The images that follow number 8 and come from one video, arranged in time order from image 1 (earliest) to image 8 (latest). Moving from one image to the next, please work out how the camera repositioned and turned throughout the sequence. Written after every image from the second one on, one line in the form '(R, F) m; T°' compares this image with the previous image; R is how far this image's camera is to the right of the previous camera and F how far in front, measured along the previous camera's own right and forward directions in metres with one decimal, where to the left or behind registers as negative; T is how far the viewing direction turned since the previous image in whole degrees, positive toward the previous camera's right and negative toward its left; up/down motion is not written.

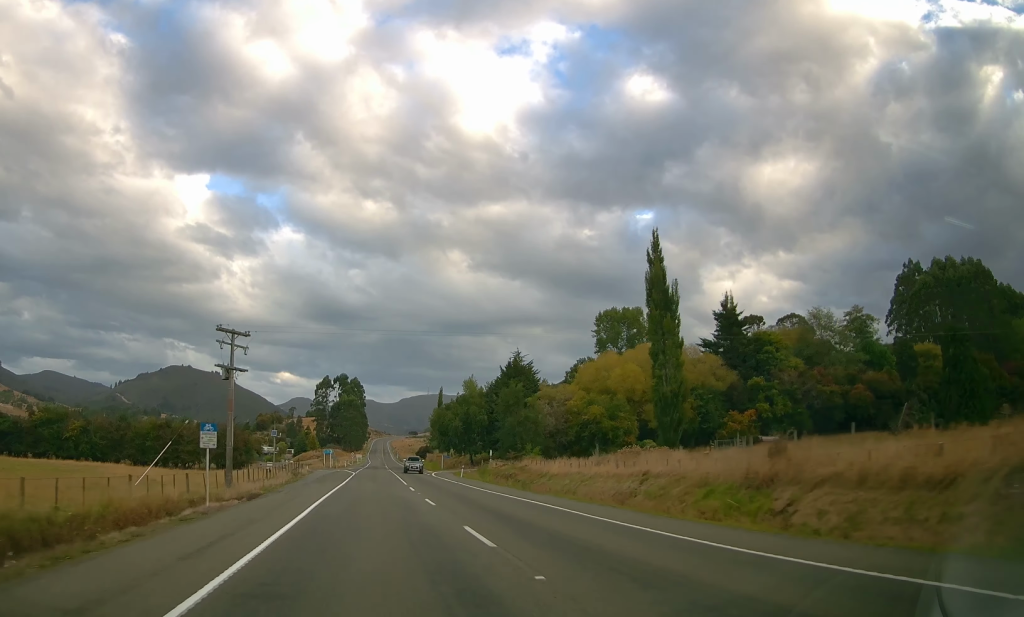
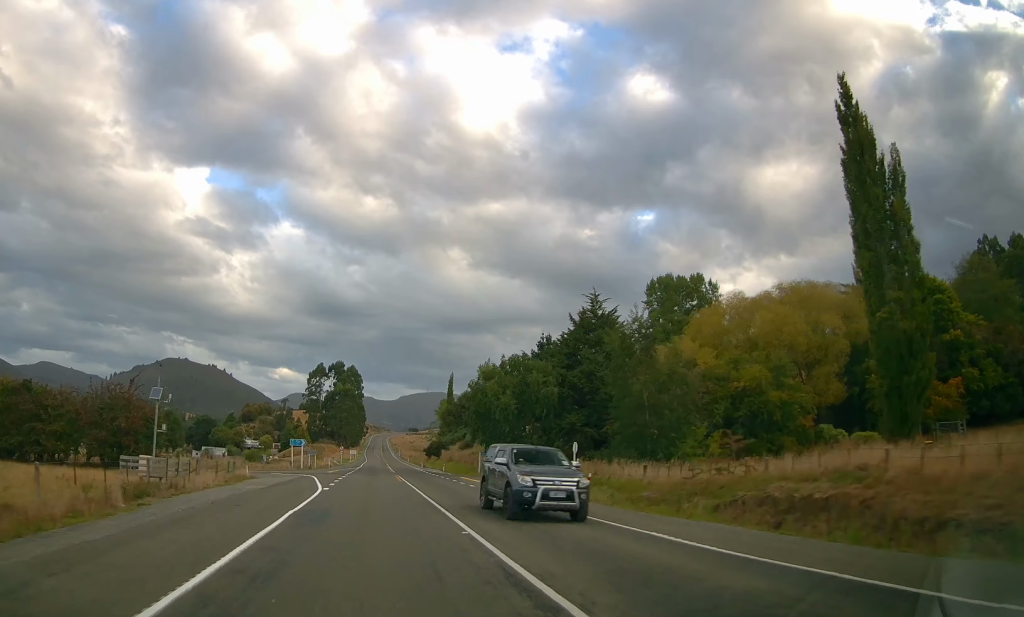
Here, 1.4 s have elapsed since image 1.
(+0.1, +39.2) m; 0°
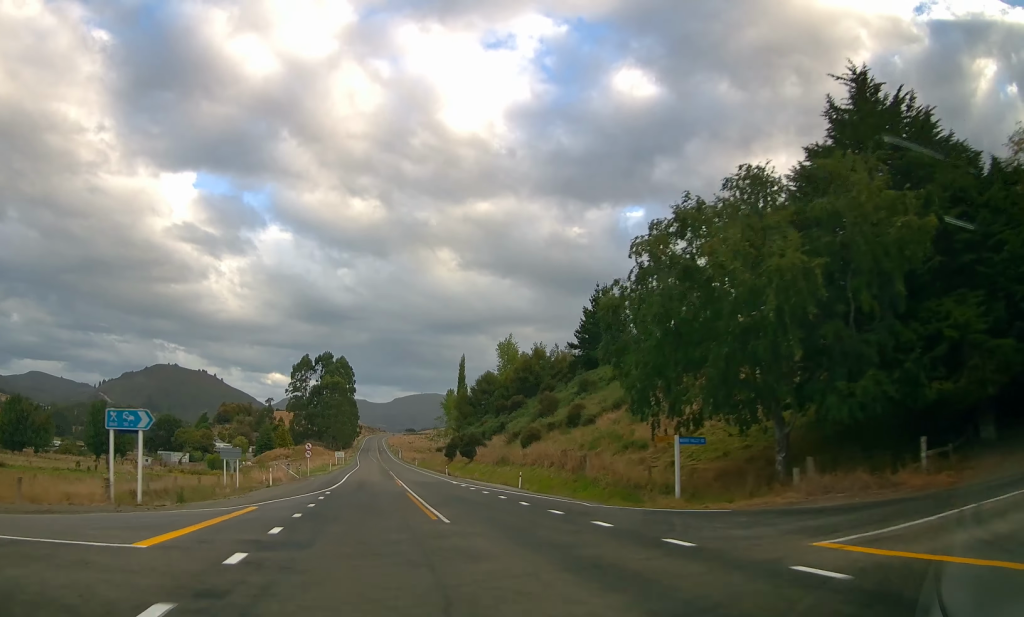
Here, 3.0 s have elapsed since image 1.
(-0.4, +45.4) m; +1°
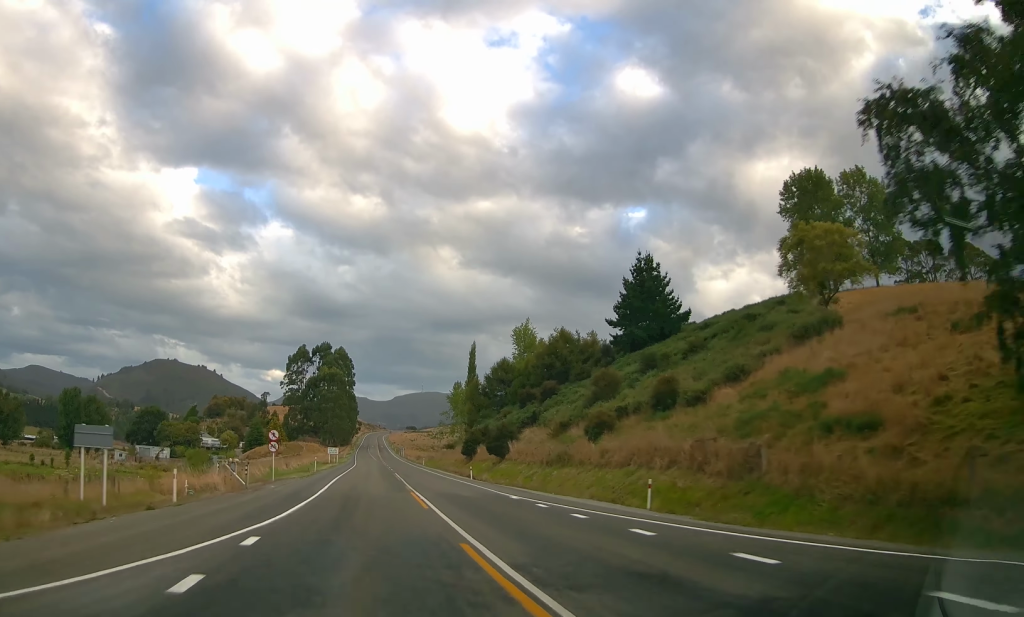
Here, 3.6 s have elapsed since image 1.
(+0.5, +18.7) m; +2°
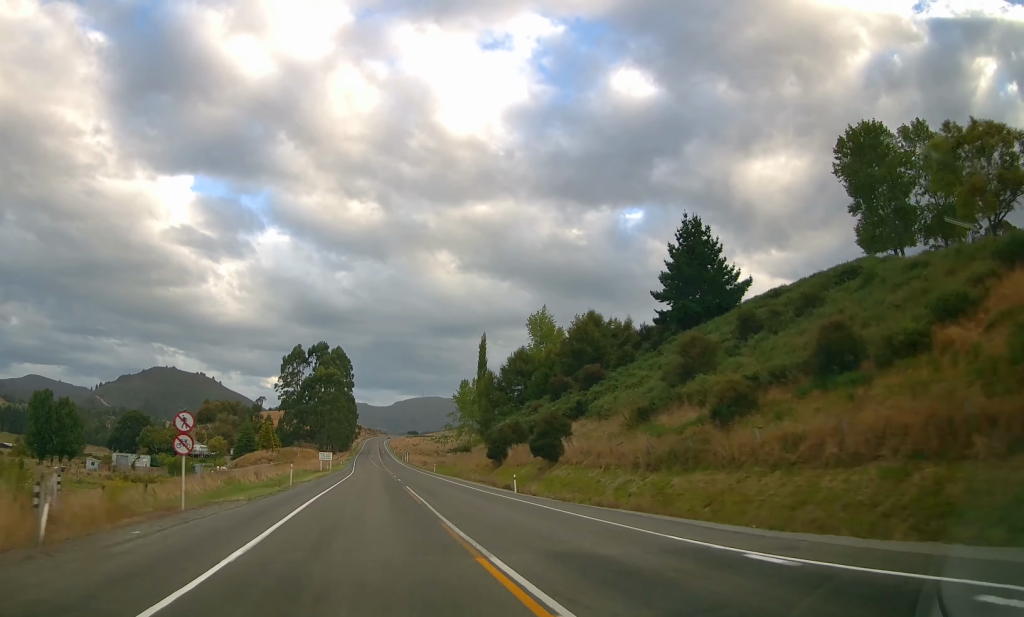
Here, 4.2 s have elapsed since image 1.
(0.0, +16.7) m; -2°
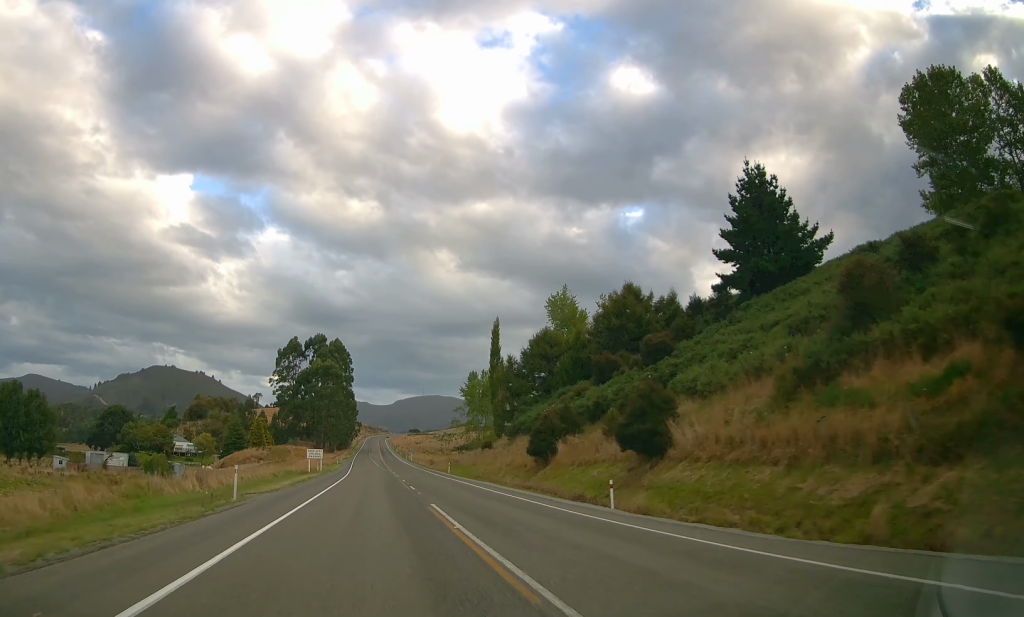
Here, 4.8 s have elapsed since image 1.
(0.0, +15.7) m; -1°
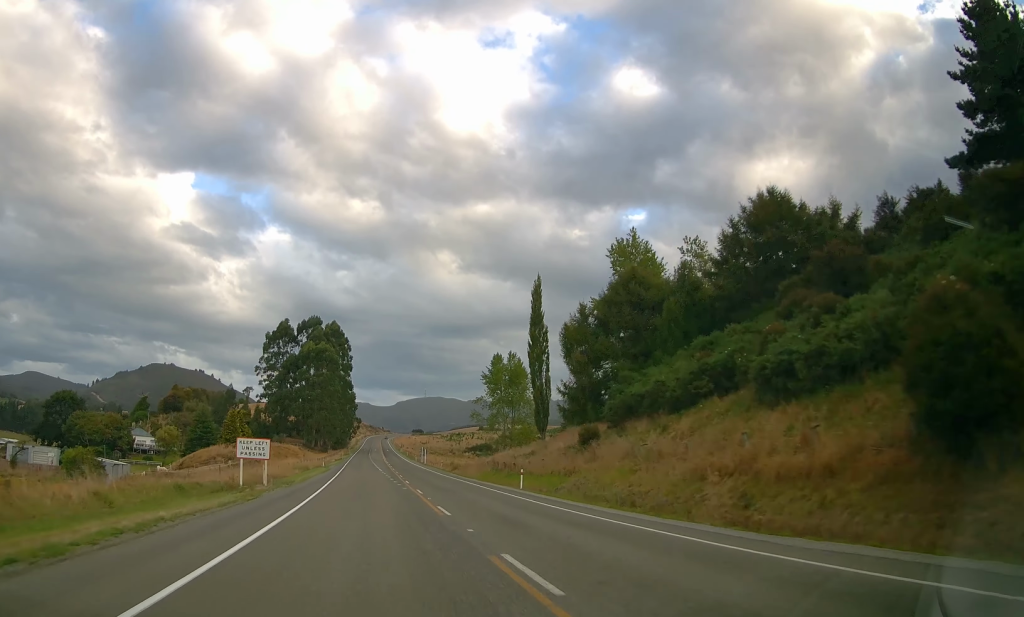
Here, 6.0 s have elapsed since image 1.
(-0.5, +33.9) m; +1°
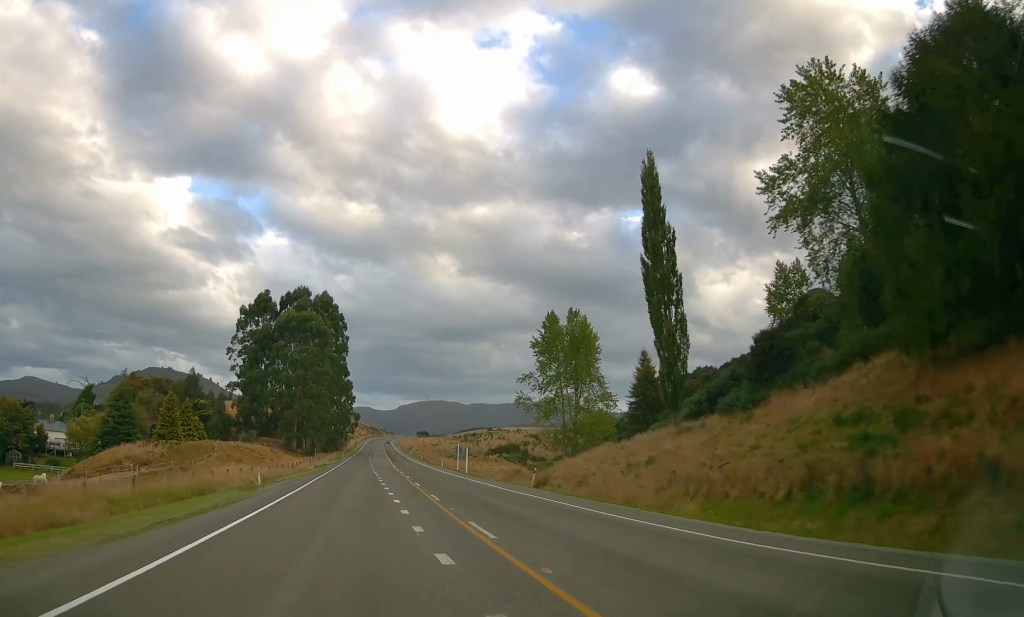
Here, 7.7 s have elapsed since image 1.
(+1.0, +45.5) m; -1°
